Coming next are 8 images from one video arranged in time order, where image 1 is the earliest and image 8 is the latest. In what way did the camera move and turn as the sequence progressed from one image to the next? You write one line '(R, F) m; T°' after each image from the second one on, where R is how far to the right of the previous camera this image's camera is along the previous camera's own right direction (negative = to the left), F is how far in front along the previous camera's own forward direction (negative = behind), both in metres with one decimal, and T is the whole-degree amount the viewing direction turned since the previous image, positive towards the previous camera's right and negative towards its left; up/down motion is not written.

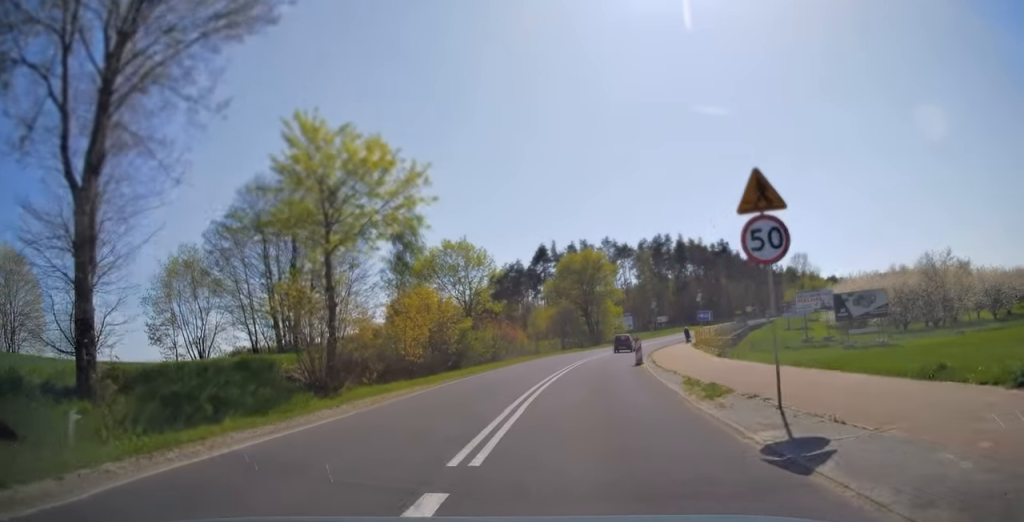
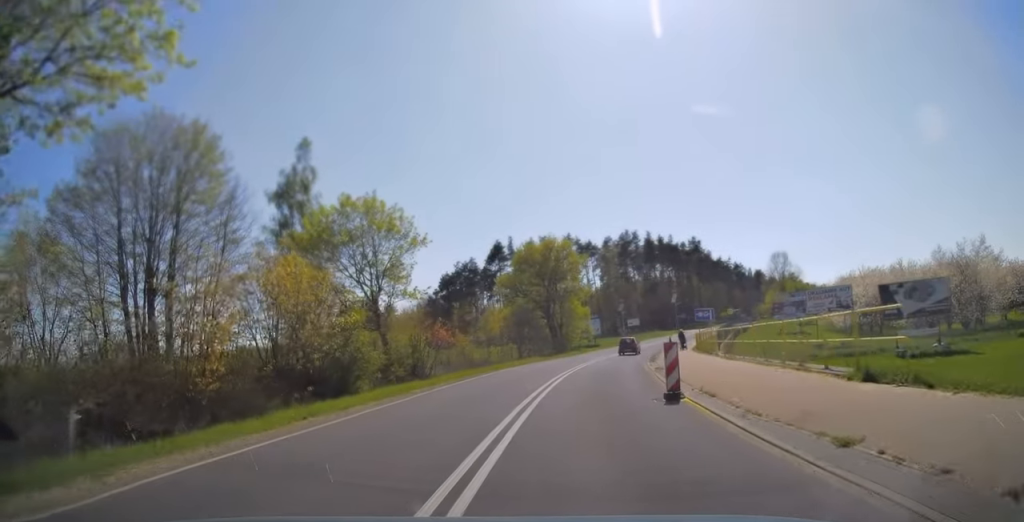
(+0.5, +14.5) m; +3°
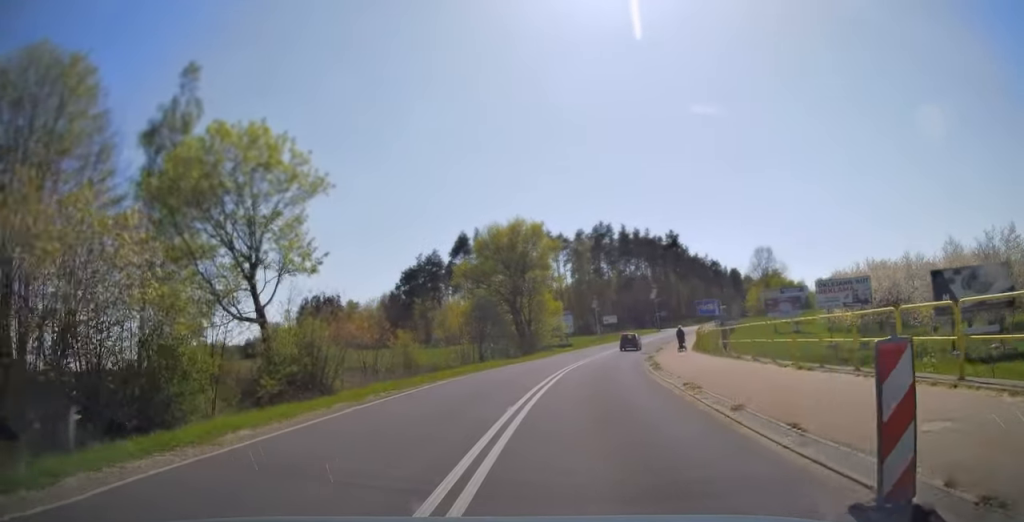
(+0.2, +9.6) m; +3°
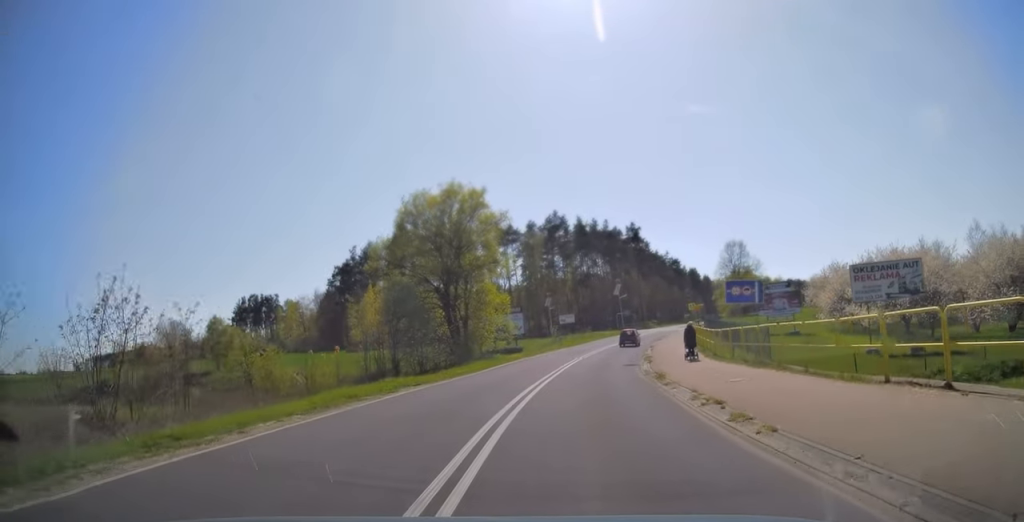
(+0.7, +14.5) m; +5°
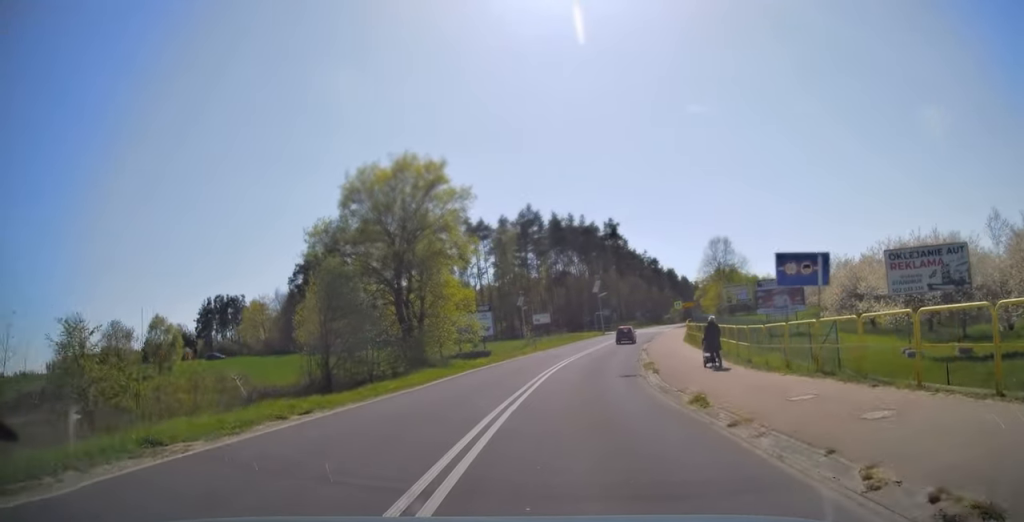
(+0.2, +7.7) m; +2°
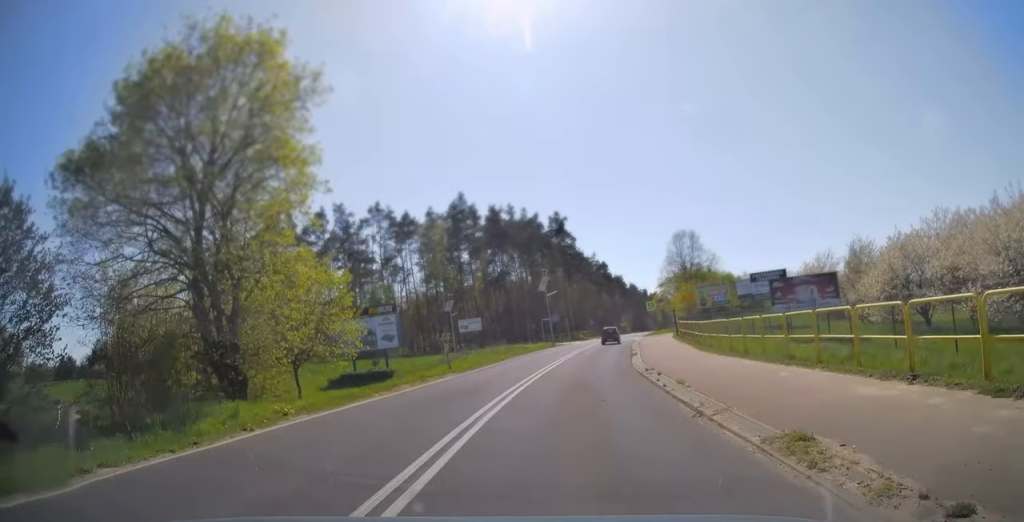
(+0.7, +18.5) m; +6°
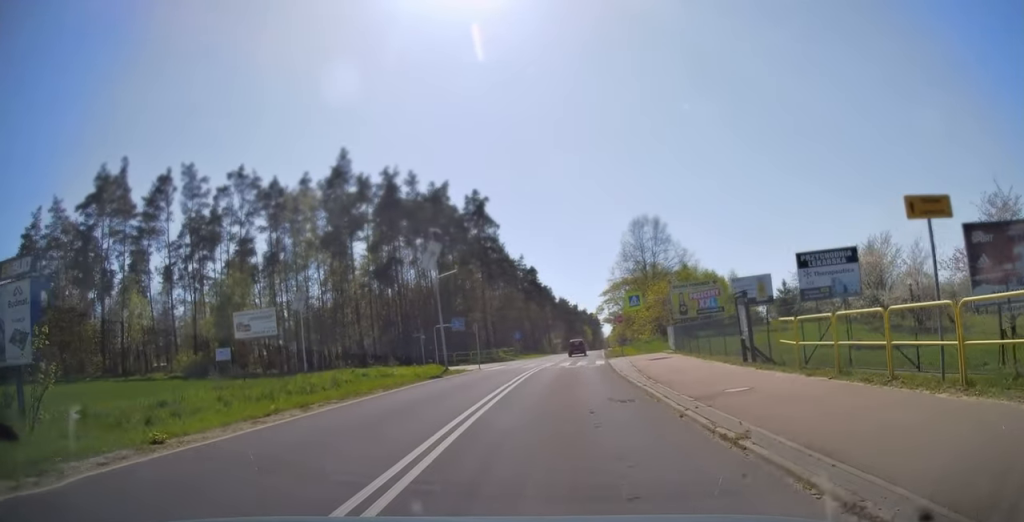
(+2.2, +28.2) m; +7°
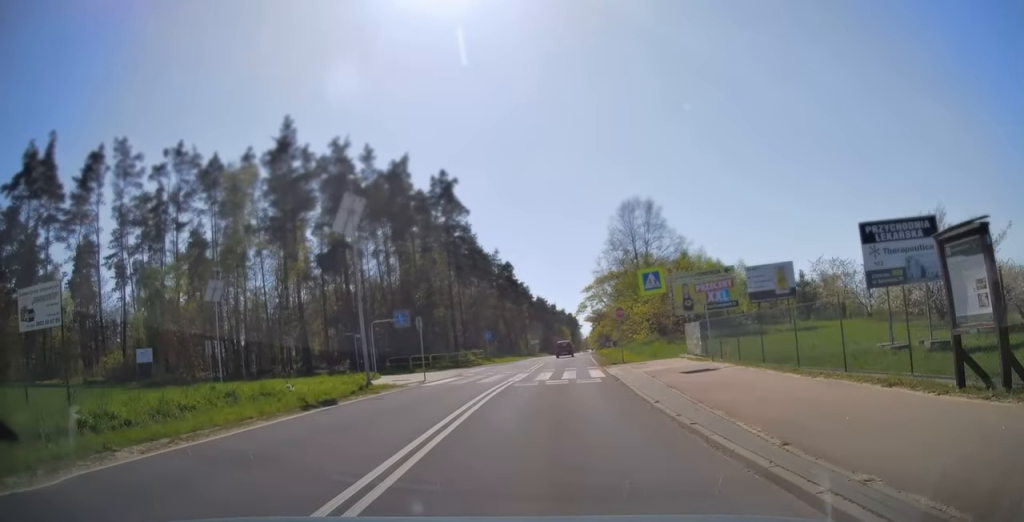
(-0.3, +10.7) m; +2°
